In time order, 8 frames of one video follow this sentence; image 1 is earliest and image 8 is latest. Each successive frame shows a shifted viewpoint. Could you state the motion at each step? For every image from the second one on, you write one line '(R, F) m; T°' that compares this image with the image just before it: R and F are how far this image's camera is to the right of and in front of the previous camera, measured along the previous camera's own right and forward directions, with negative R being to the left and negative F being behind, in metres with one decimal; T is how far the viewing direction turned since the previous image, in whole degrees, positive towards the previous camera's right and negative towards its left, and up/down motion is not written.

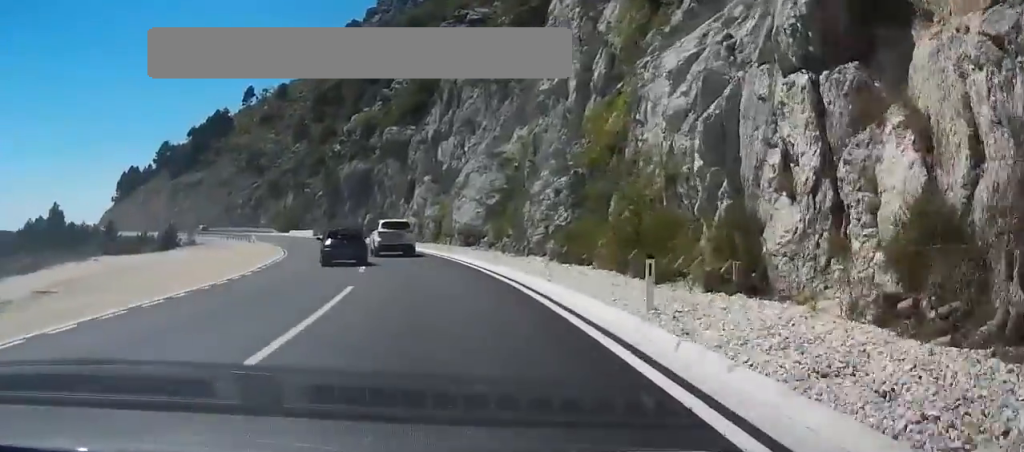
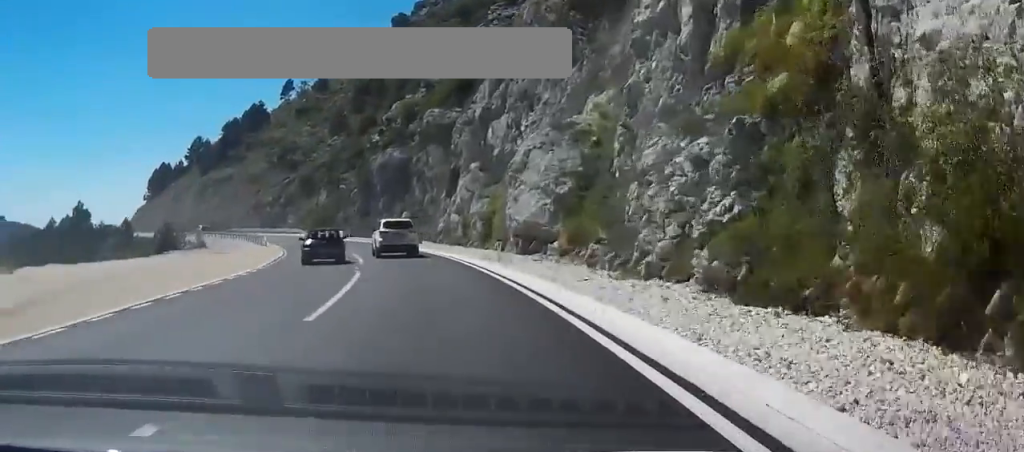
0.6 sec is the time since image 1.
(-0.4, +11.3) m; -4°
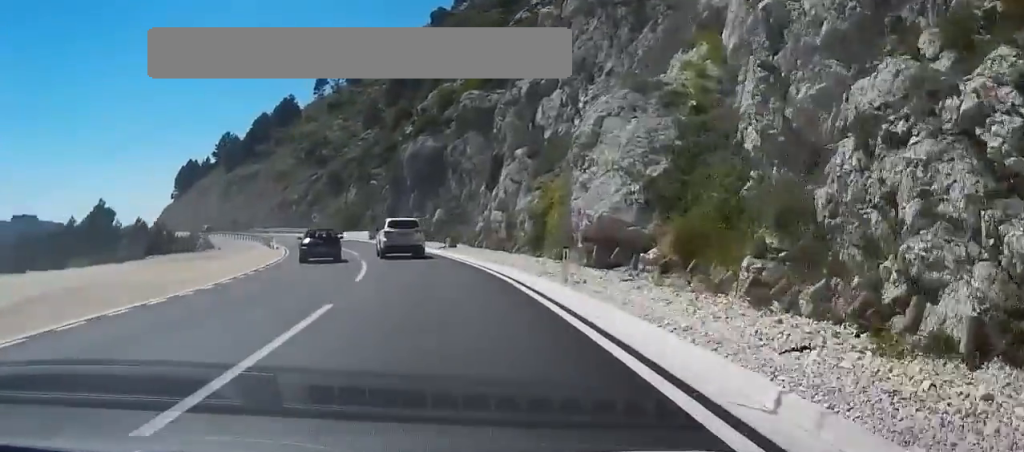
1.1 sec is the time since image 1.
(-0.1, +8.5) m; -3°
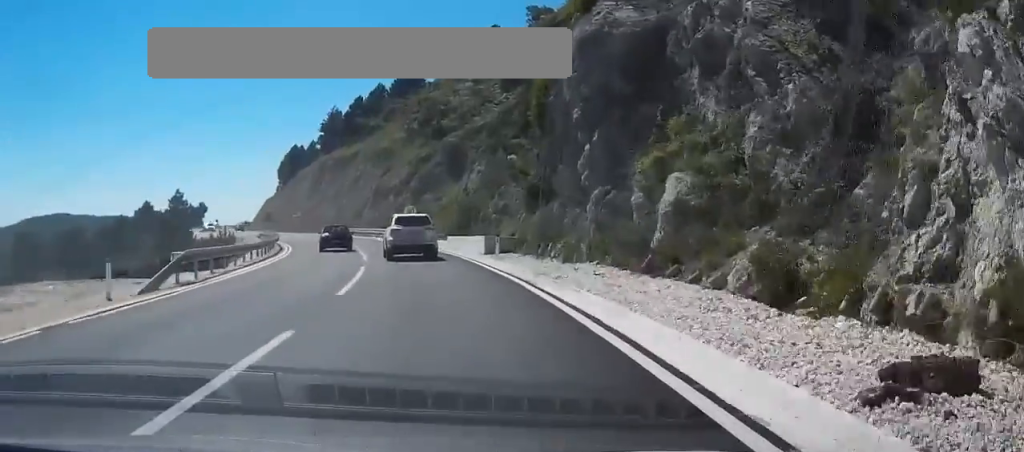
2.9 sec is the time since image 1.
(-3.7, +34.7) m; -12°
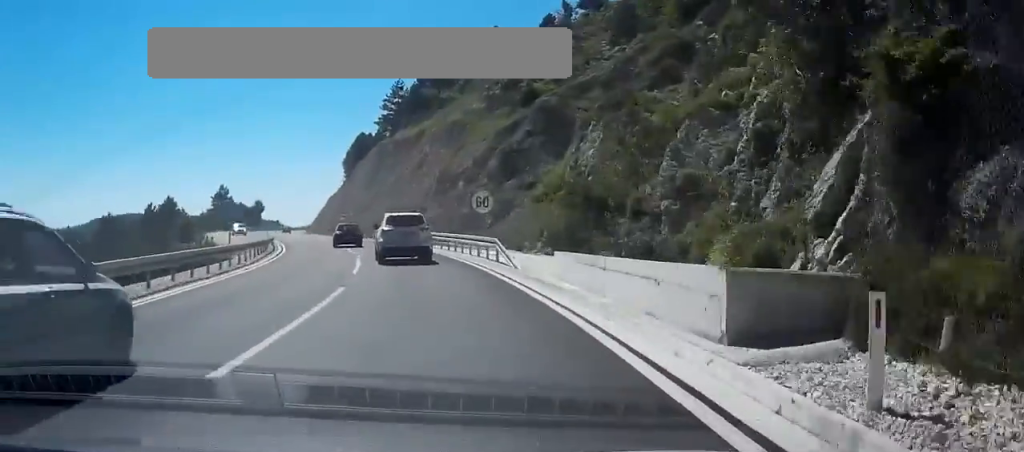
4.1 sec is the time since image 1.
(-1.3, +22.3) m; -6°
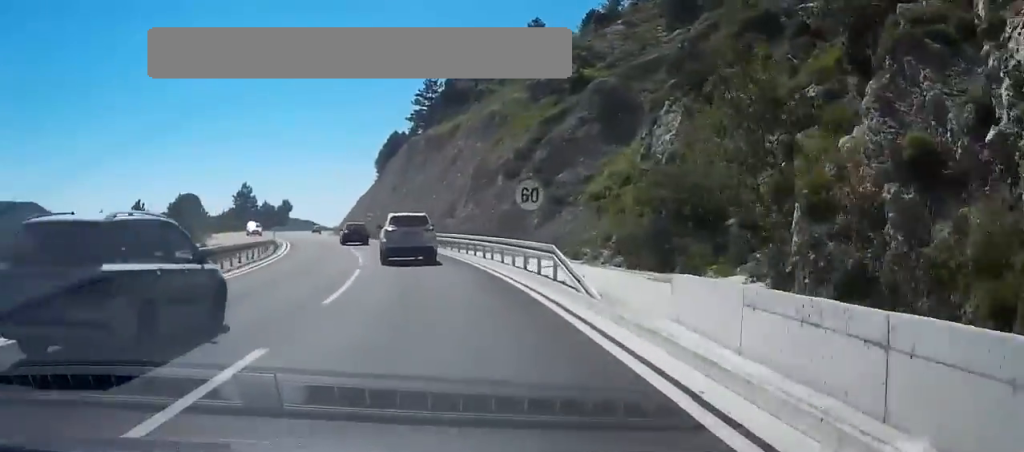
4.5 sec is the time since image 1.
(-0.2, +8.3) m; -3°
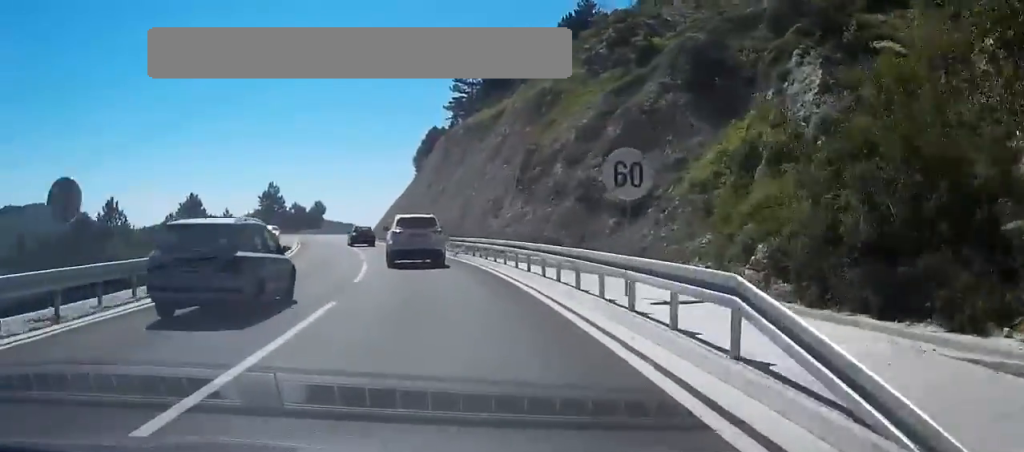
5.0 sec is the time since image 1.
(0.0, +9.6) m; -4°
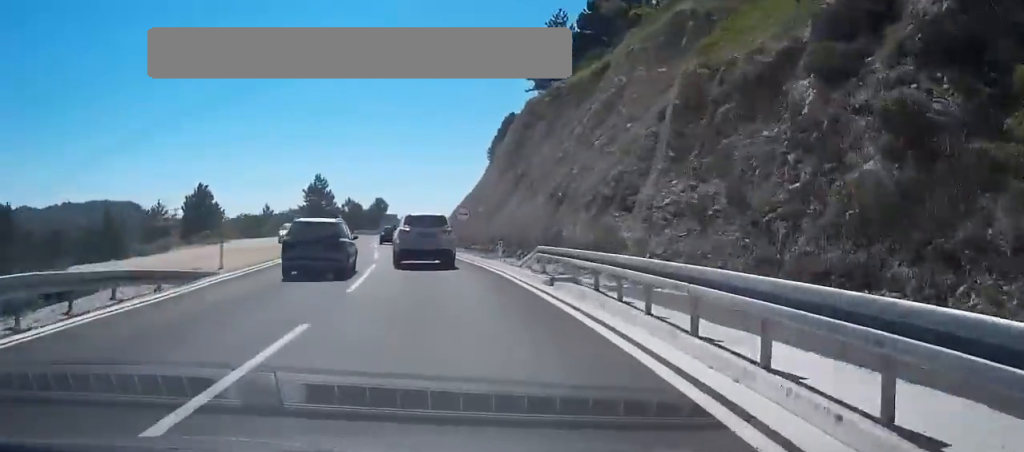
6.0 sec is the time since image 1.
(-1.4, +17.8) m; -6°
